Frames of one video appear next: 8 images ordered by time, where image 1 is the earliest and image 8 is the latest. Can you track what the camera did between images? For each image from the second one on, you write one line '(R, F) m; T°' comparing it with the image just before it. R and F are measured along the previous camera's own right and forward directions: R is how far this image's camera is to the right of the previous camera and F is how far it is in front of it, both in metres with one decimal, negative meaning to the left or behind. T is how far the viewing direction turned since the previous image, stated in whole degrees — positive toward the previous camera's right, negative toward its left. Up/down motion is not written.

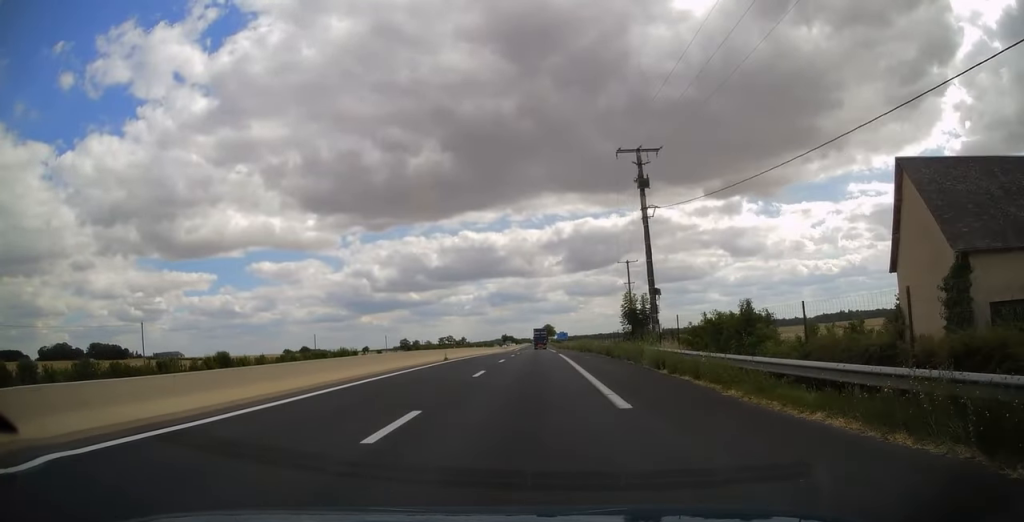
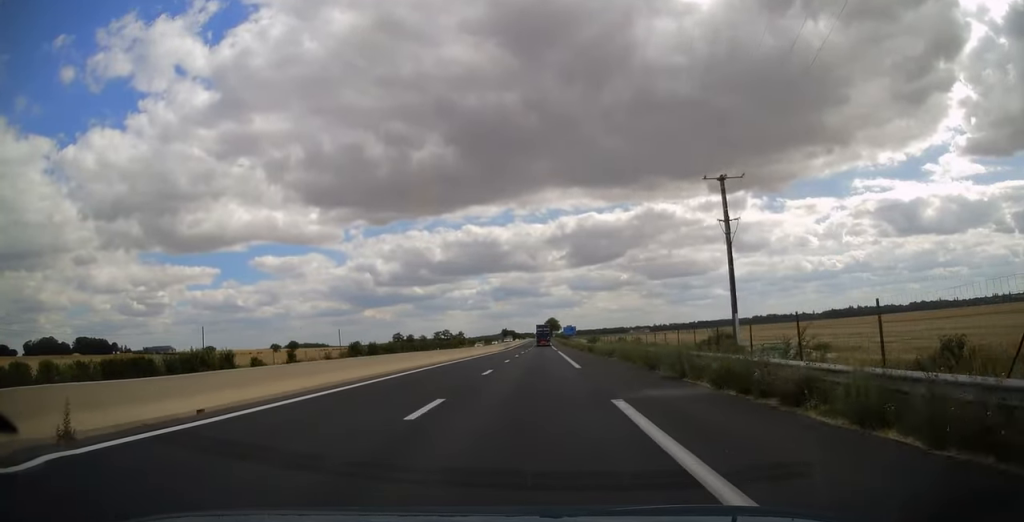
(-0.1, +35.8) m; -1°
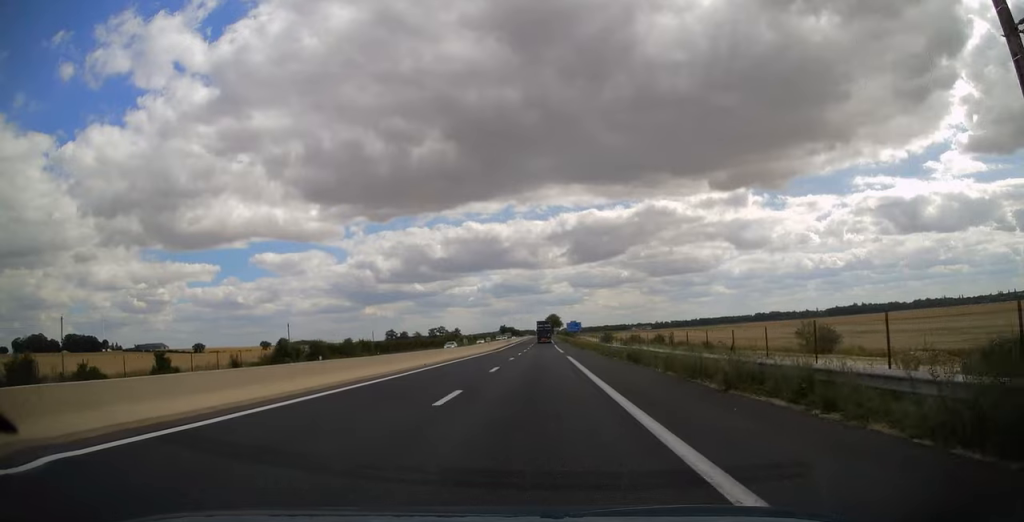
(-0.1, +23.2) m; 0°
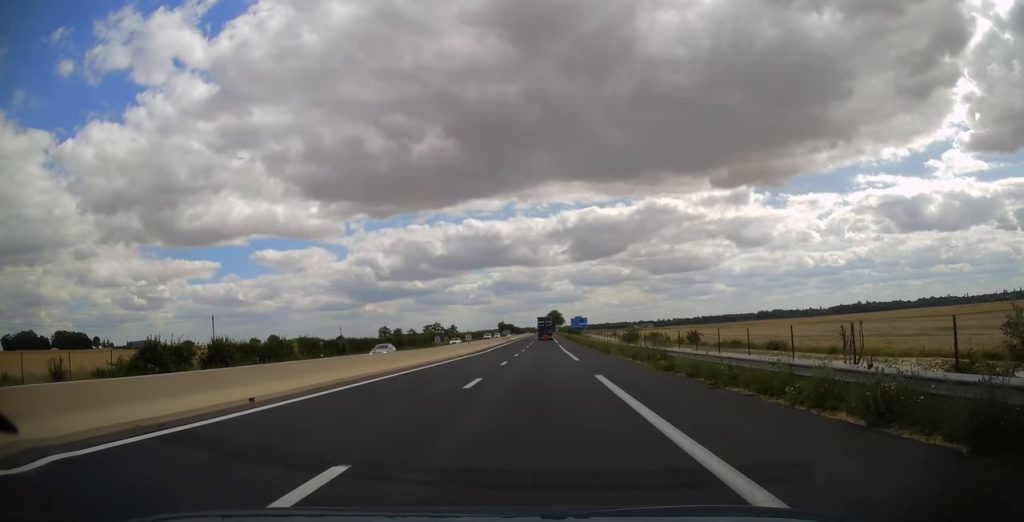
(0.0, +21.7) m; 0°
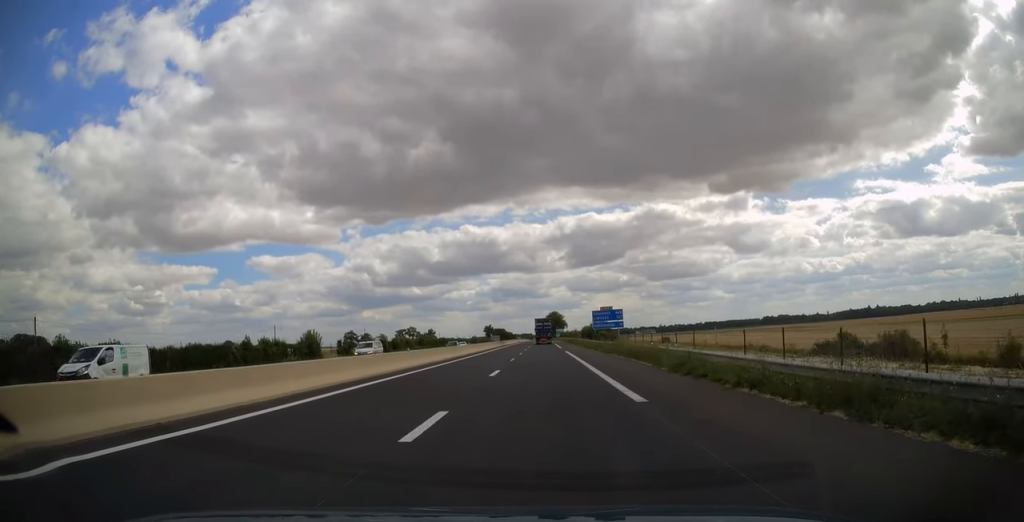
(+0.2, +72.0) m; 0°
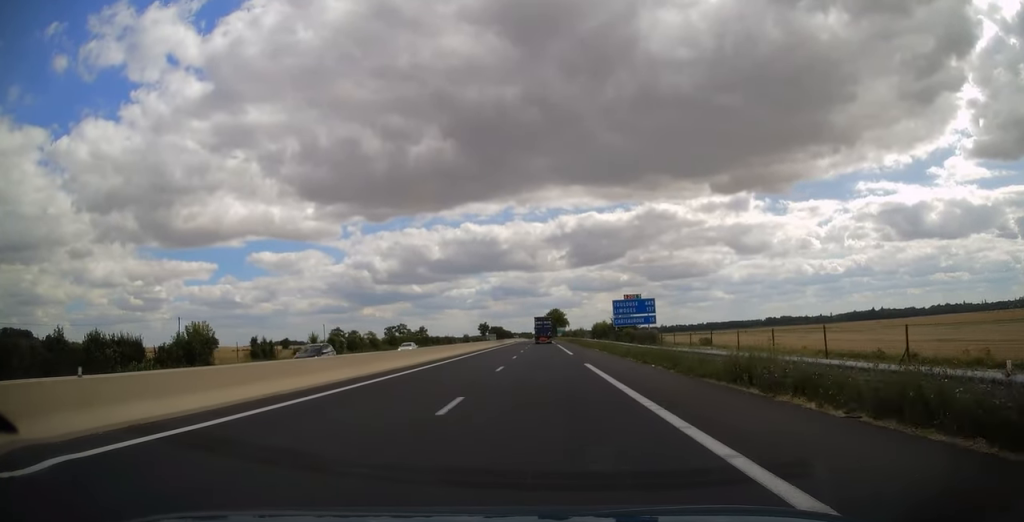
(0.0, +23.6) m; 0°
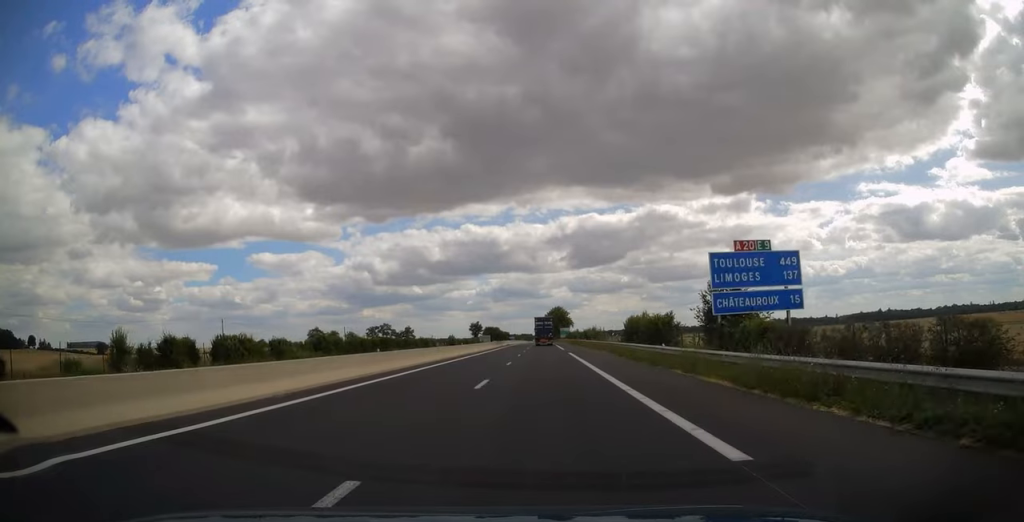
(+0.1, +33.9) m; 0°
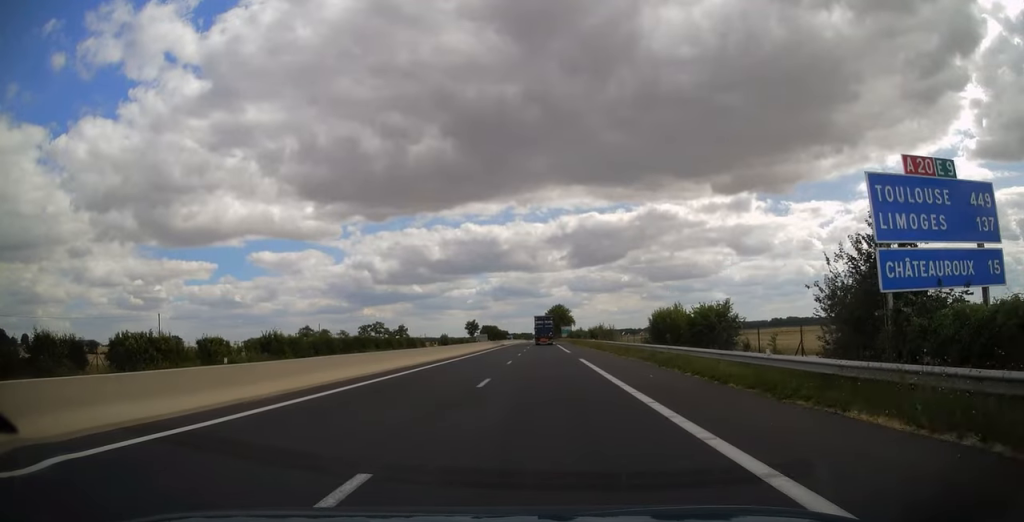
(0.0, +12.8) m; 0°
